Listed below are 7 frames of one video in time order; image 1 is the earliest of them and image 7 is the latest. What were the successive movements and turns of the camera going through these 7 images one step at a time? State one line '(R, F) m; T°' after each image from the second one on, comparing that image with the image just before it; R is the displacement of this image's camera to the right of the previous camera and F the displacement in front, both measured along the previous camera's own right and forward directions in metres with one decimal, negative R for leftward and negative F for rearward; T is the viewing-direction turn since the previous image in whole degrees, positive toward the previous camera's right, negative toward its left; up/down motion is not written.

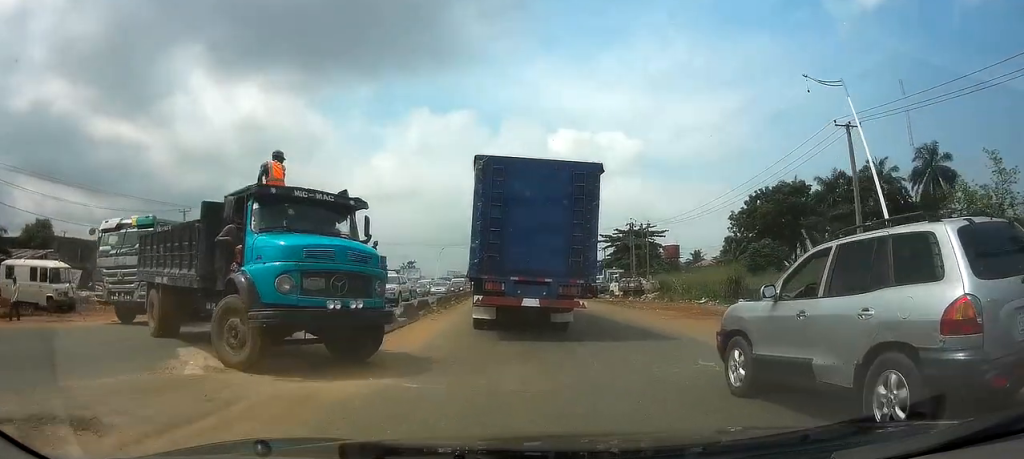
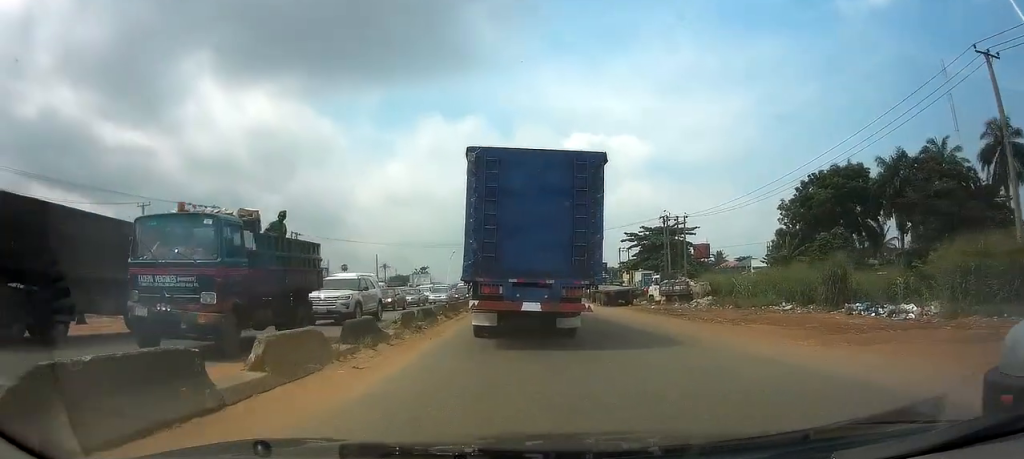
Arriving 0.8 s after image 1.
(-0.1, +9.7) m; -1°
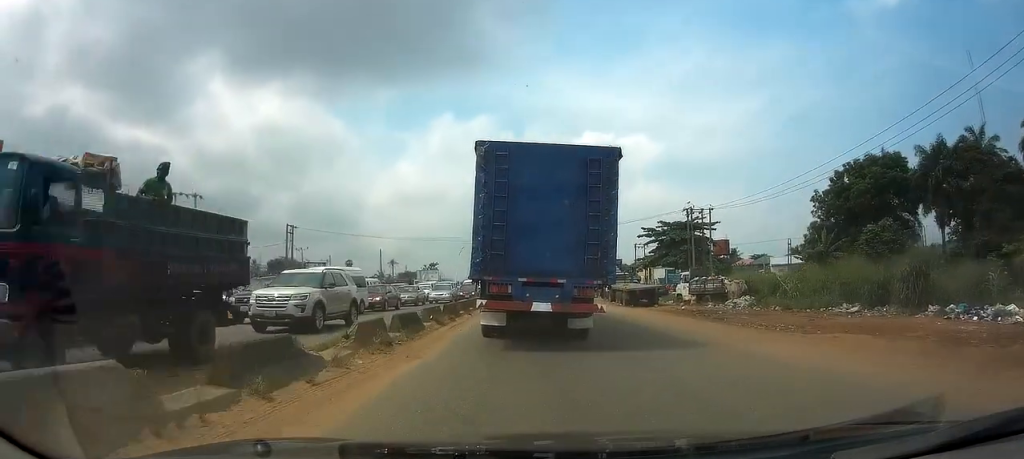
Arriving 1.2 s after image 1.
(0.0, +4.8) m; 0°
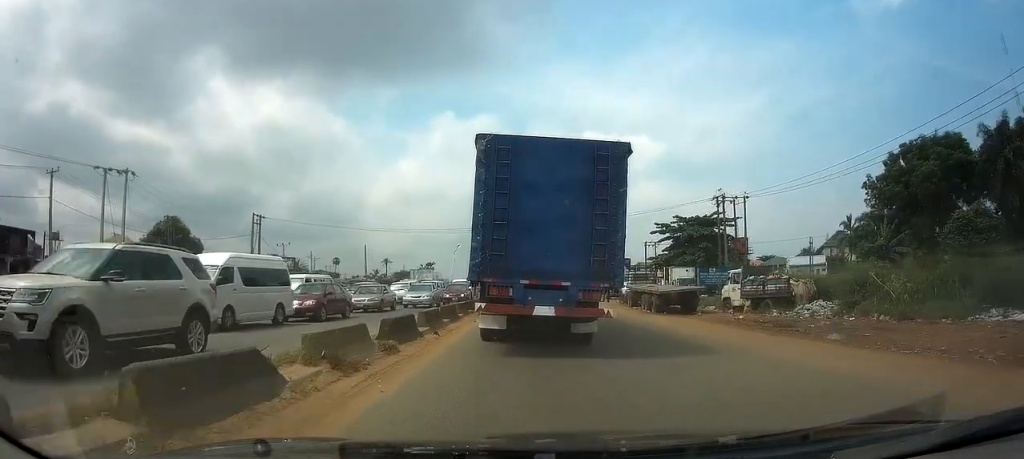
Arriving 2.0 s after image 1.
(0.0, +8.8) m; -1°
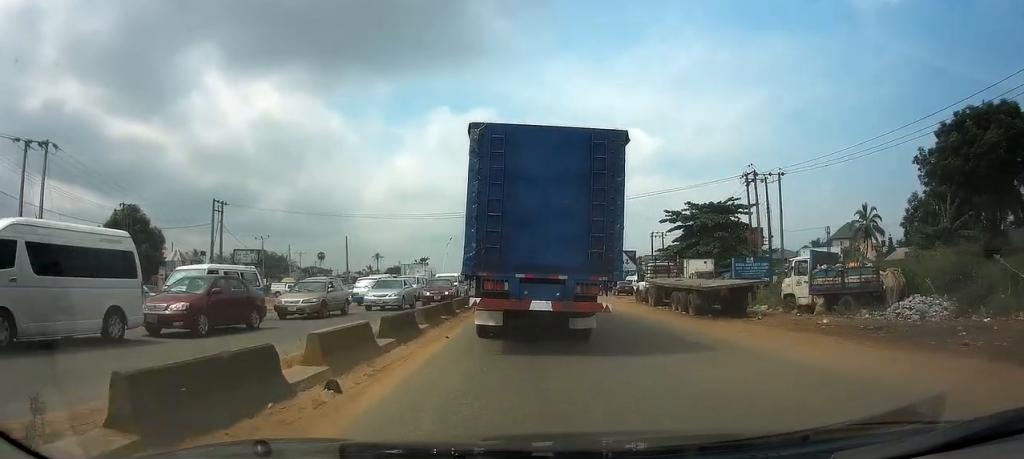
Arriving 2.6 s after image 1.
(-0.1, +7.5) m; 0°
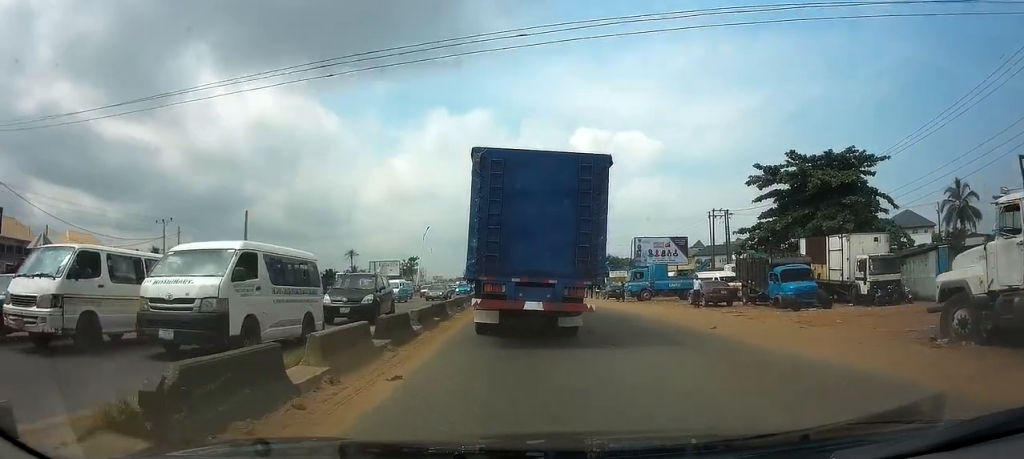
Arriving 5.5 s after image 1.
(0.0, +28.8) m; 0°
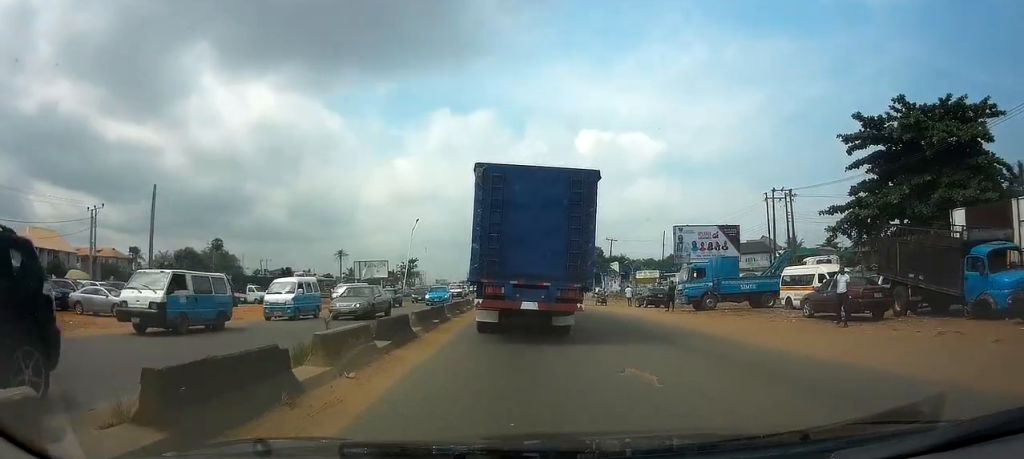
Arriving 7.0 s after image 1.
(+0.1, +14.5) m; 0°
